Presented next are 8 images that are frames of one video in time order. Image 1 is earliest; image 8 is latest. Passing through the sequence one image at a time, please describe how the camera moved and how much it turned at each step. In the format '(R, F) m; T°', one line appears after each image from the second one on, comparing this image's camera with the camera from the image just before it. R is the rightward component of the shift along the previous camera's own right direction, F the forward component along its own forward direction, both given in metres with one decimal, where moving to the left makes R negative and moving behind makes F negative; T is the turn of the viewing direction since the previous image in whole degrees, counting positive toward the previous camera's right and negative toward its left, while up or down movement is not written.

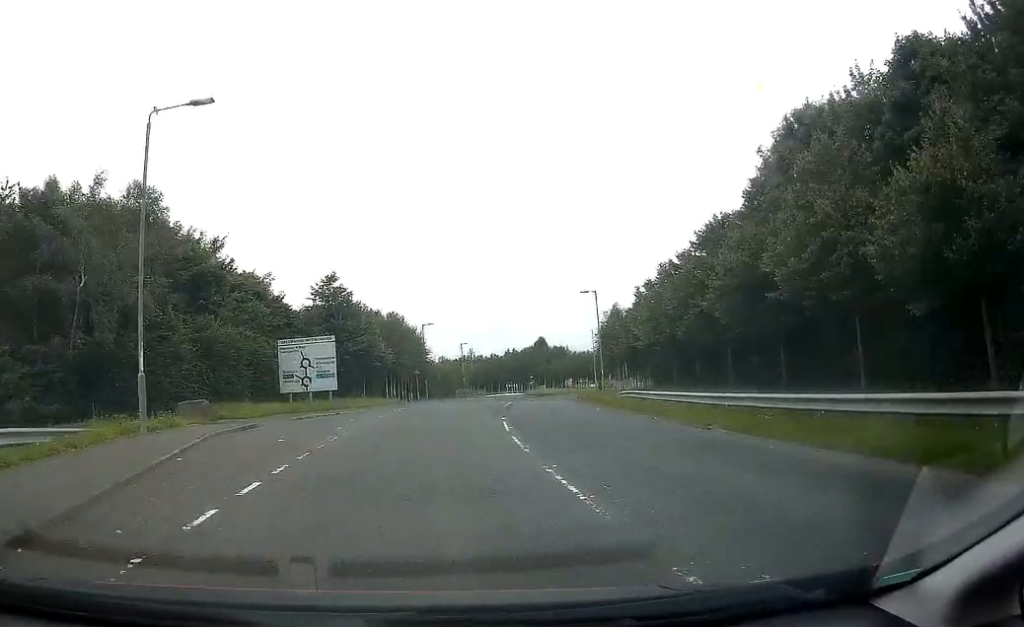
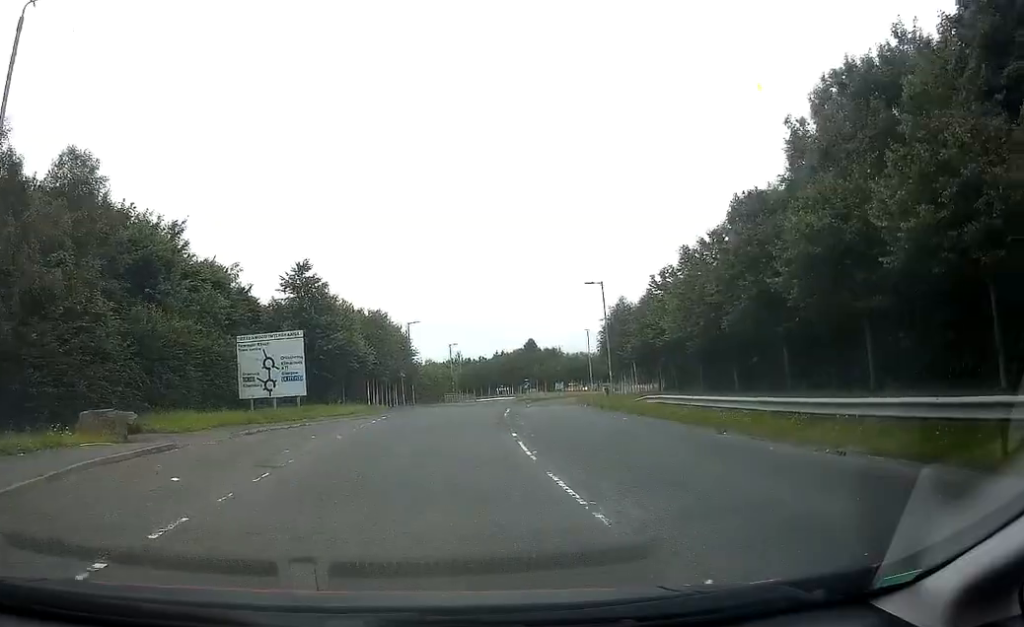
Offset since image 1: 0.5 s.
(0.0, +6.5) m; +1°
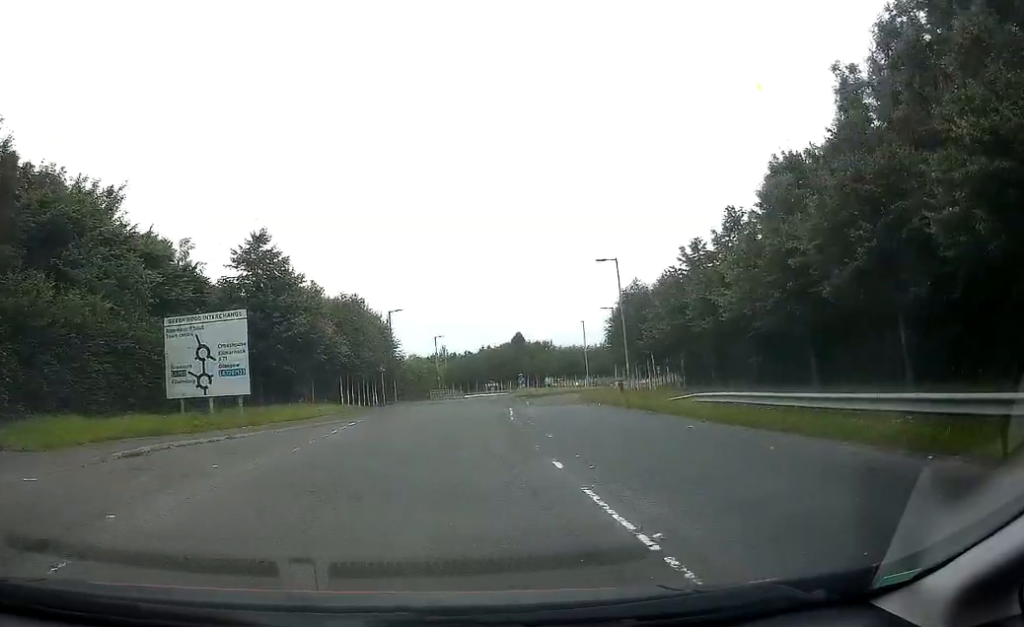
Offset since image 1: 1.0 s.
(+0.2, +7.8) m; +1°
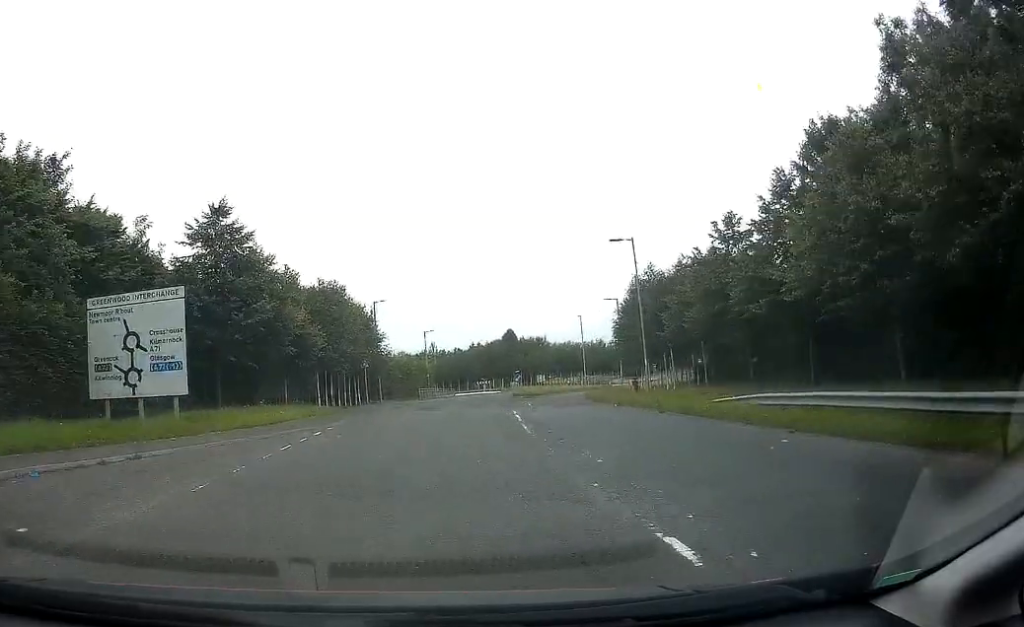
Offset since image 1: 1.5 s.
(+0.1, +5.9) m; +1°
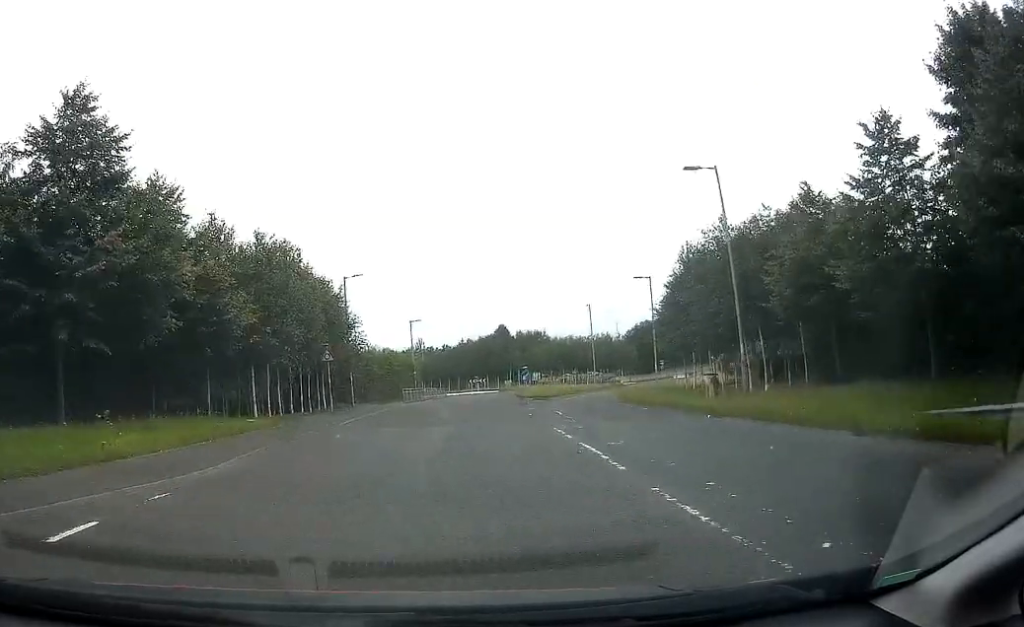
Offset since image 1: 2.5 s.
(+0.1, +13.0) m; +2°
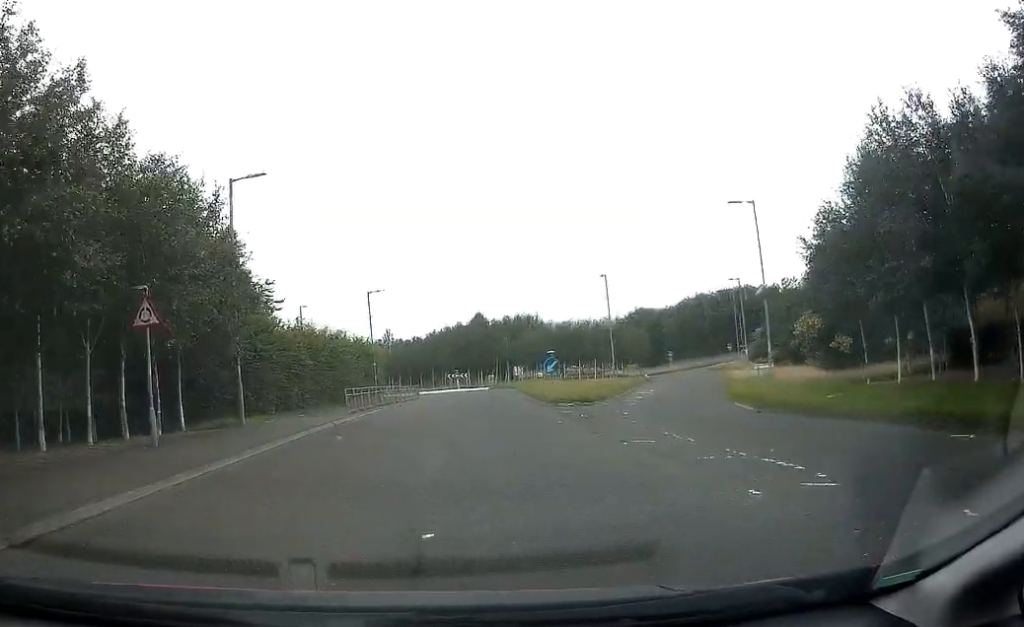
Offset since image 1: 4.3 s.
(+0.5, +19.6) m; +2°
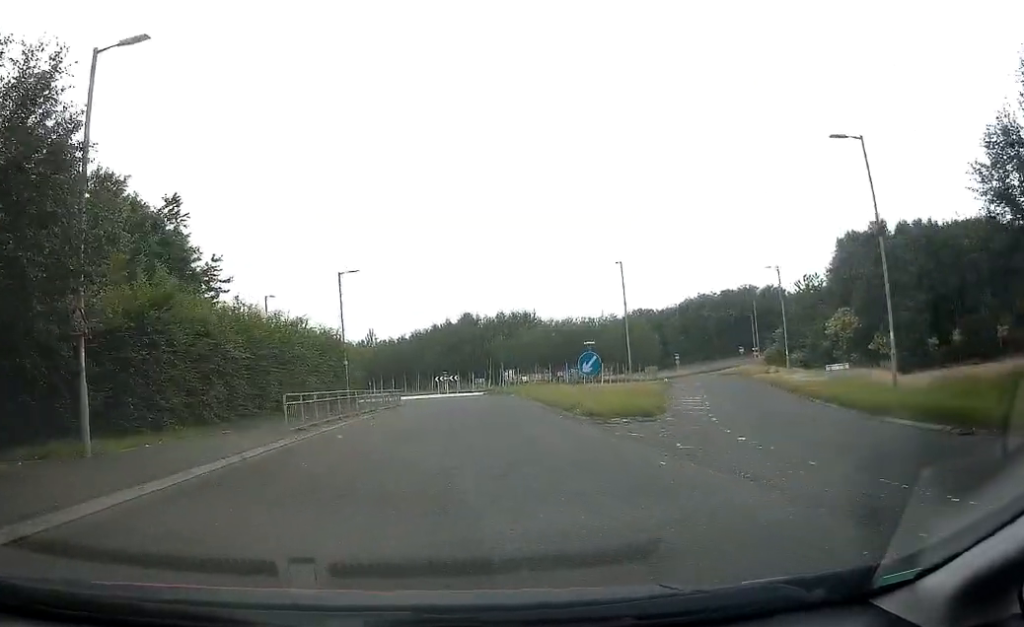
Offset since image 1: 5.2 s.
(0.0, +9.3) m; -1°
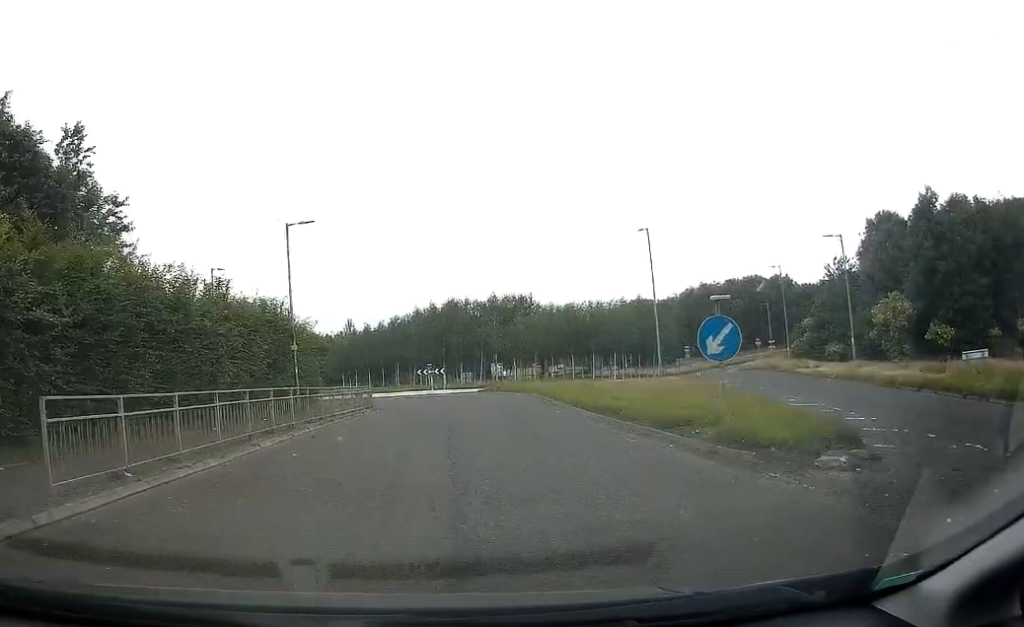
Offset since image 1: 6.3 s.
(-0.1, +10.1) m; 0°
